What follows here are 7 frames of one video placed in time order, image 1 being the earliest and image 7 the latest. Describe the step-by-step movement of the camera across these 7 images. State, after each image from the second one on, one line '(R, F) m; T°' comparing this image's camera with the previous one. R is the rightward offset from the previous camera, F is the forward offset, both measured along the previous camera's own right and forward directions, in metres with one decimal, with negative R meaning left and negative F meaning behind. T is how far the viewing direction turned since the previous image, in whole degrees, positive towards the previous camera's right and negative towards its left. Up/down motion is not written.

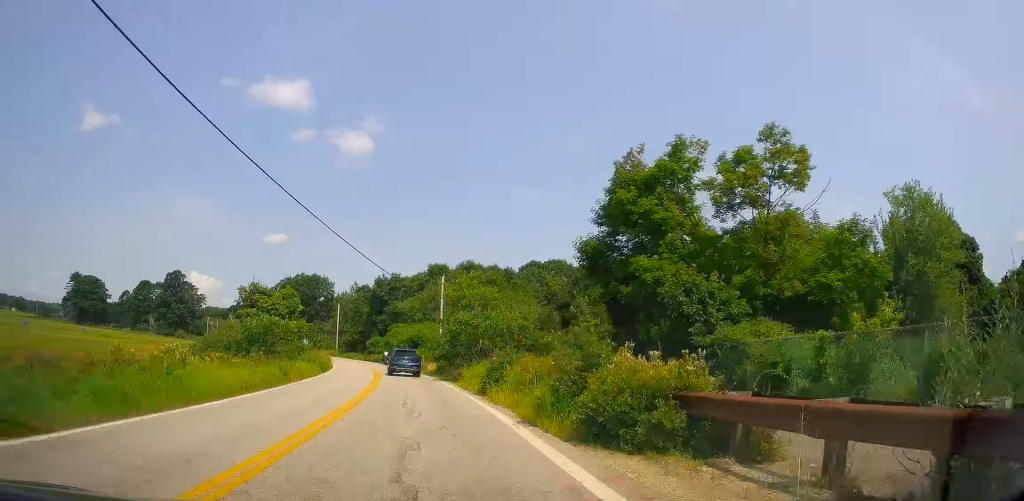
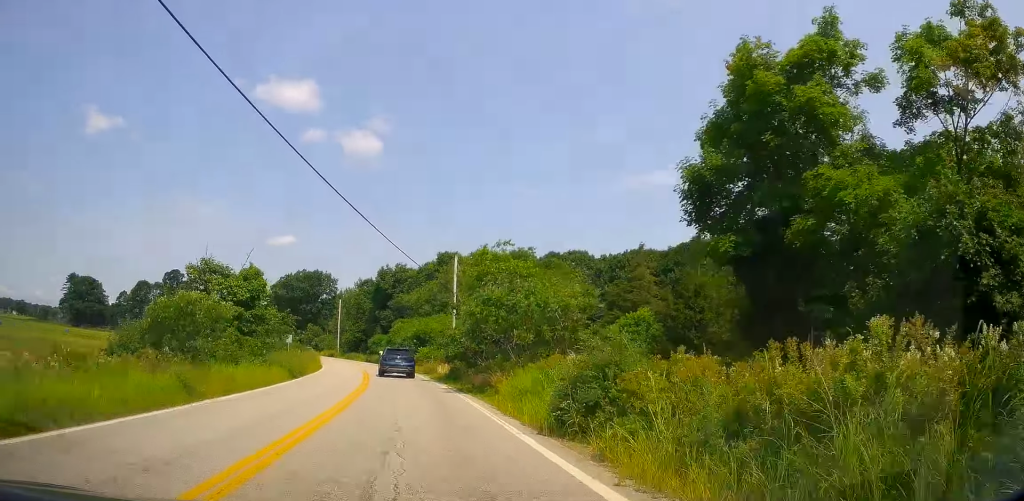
(+0.2, +10.8) m; -1°
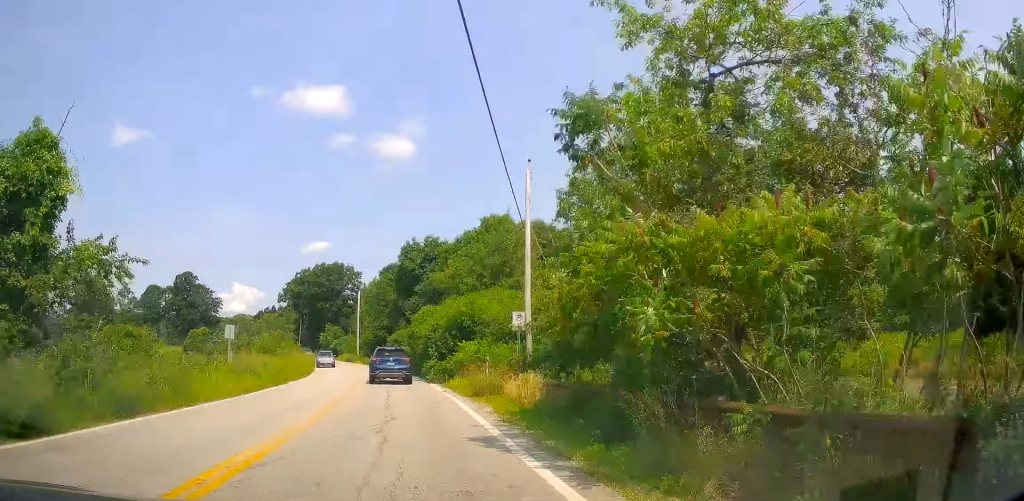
(-1.2, +21.3) m; -5°
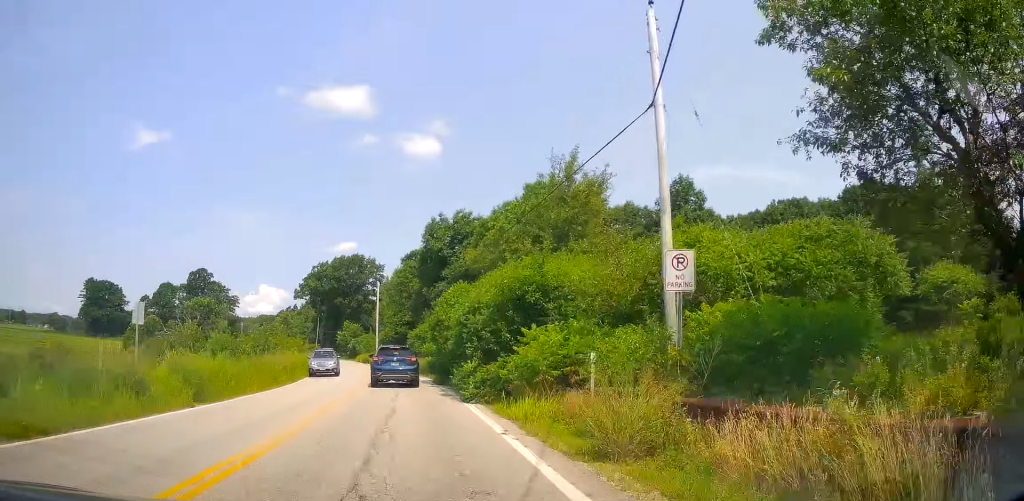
(-0.3, +11.5) m; -1°
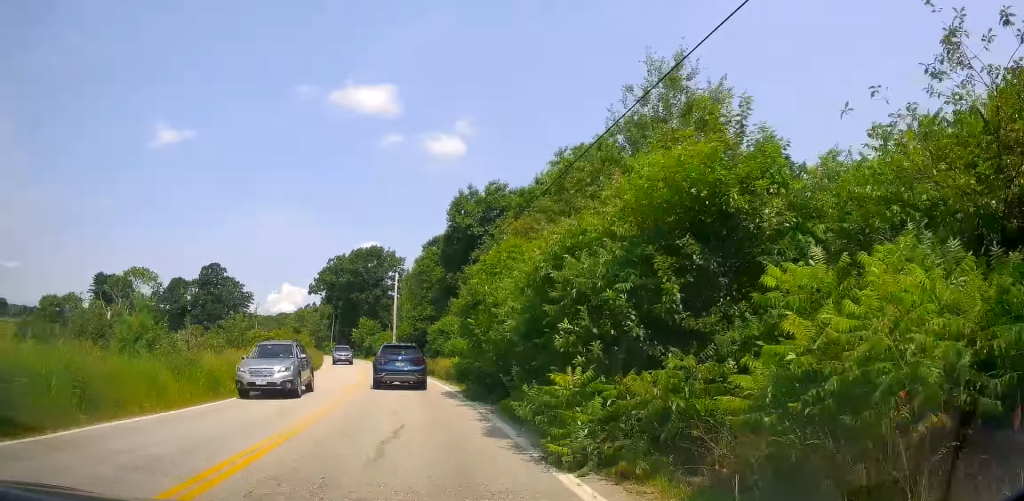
(+0.3, +9.4) m; -1°
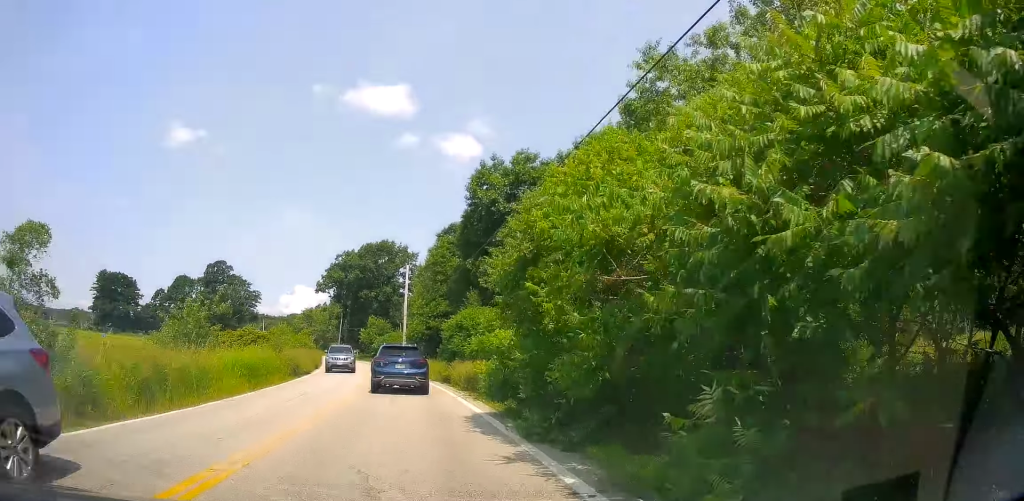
(-0.2, +7.5) m; -2°
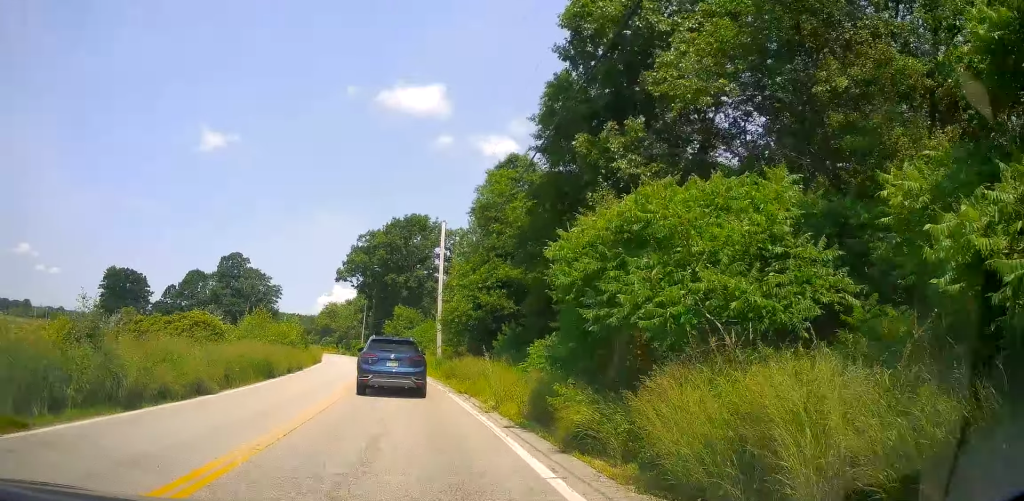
(-1.3, +20.5) m; -7°
